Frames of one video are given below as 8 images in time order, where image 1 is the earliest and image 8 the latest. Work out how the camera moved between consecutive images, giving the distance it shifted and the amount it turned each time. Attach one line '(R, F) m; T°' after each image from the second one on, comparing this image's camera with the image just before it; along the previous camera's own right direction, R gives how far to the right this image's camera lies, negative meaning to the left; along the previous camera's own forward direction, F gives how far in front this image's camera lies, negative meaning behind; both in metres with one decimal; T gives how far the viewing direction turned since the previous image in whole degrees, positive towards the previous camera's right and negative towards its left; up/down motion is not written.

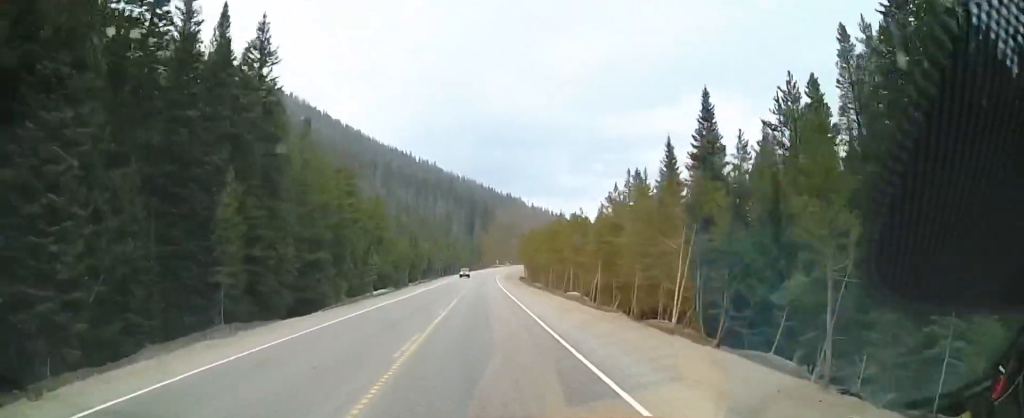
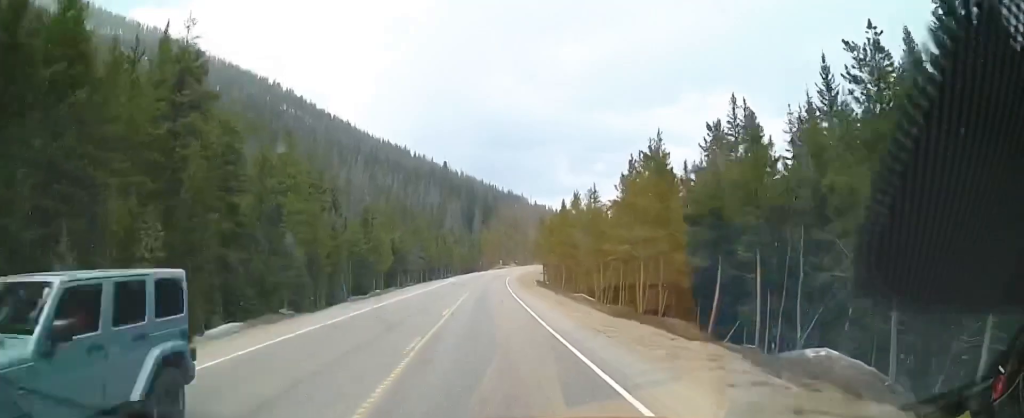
(-0.8, +47.3) m; -1°
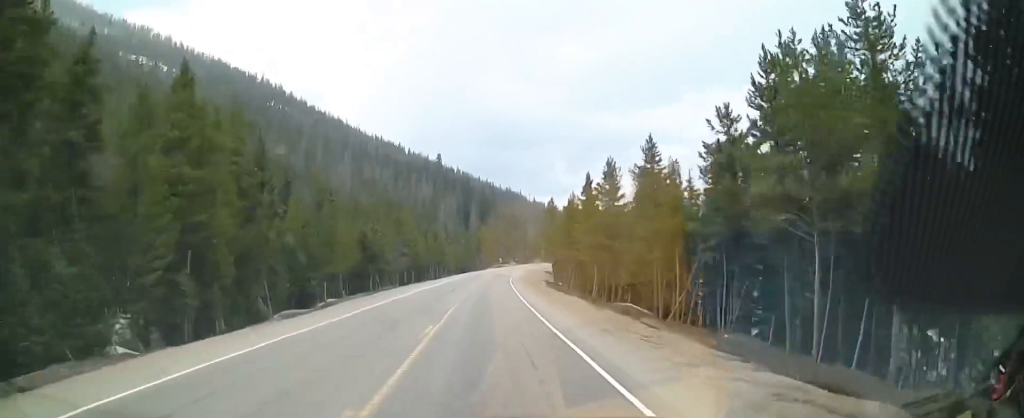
(0.0, +20.0) m; +1°
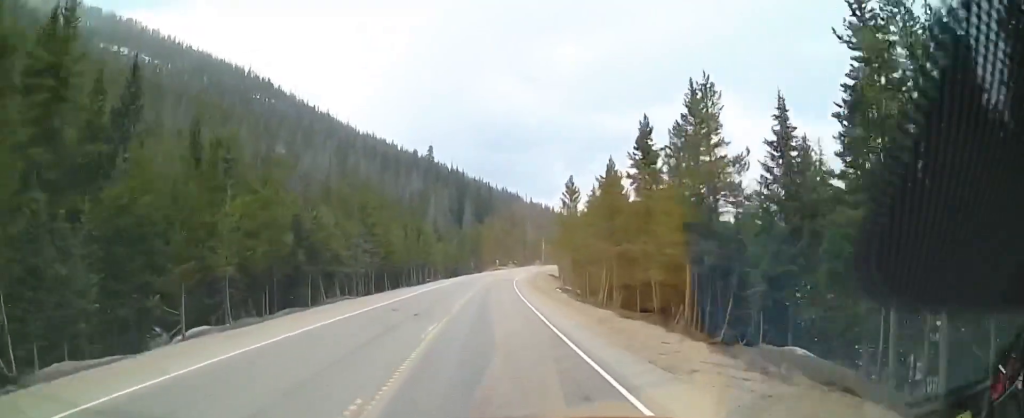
(+0.4, +22.4) m; +1°
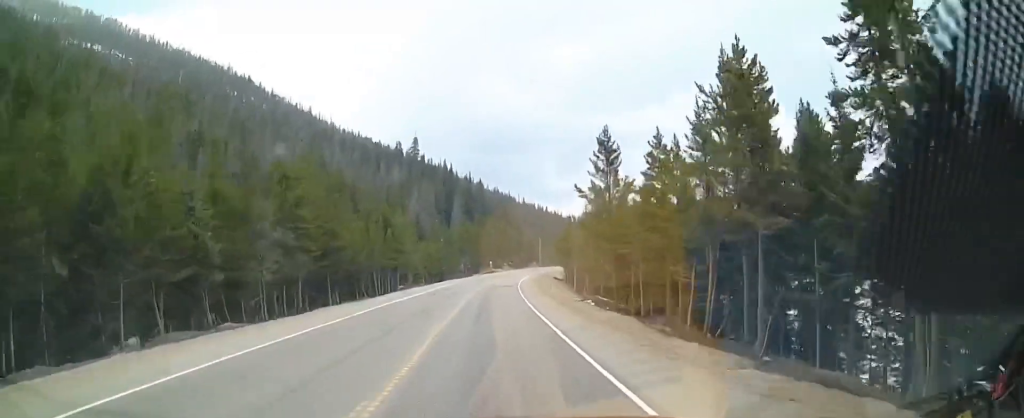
(0.0, +24.0) m; +1°
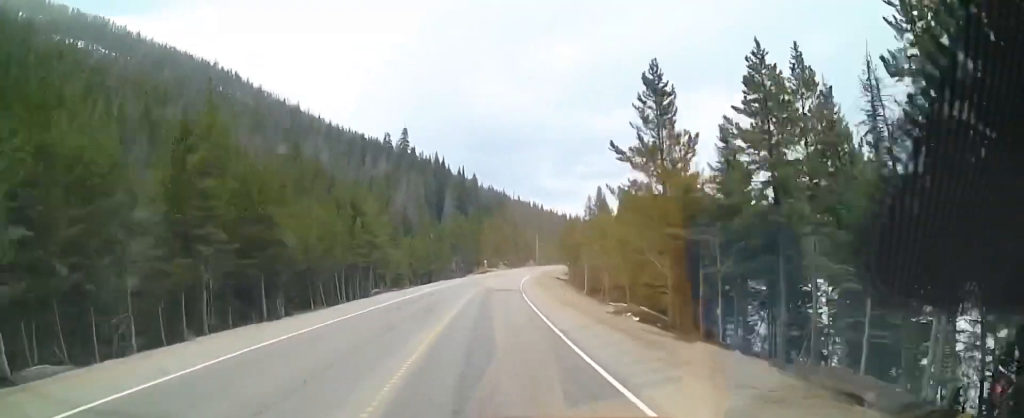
(+0.2, +14.1) m; +1°
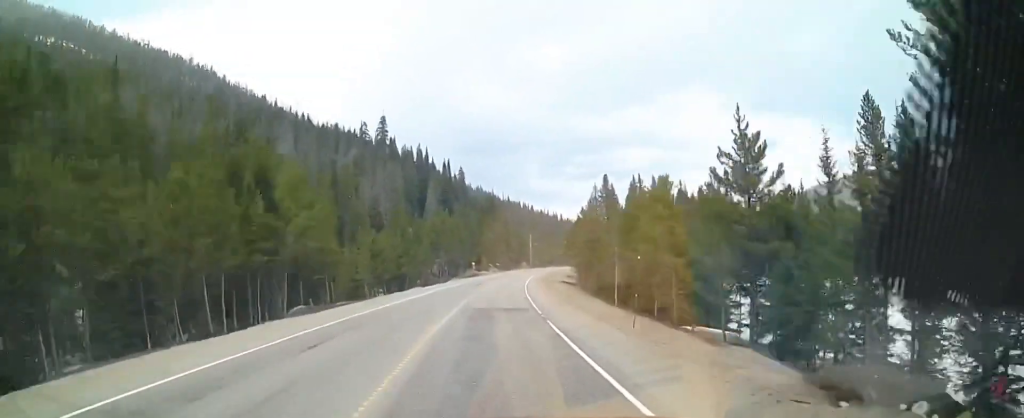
(+0.3, +22.3) m; +1°
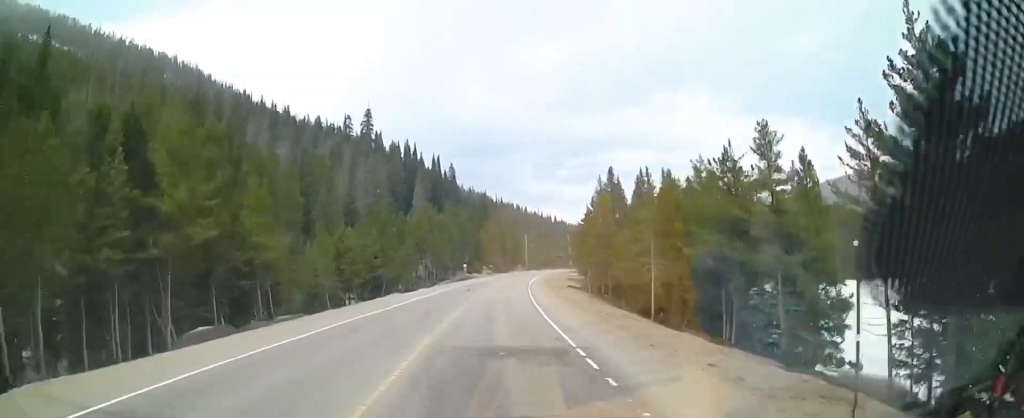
(+0.1, +13.2) m; +1°
